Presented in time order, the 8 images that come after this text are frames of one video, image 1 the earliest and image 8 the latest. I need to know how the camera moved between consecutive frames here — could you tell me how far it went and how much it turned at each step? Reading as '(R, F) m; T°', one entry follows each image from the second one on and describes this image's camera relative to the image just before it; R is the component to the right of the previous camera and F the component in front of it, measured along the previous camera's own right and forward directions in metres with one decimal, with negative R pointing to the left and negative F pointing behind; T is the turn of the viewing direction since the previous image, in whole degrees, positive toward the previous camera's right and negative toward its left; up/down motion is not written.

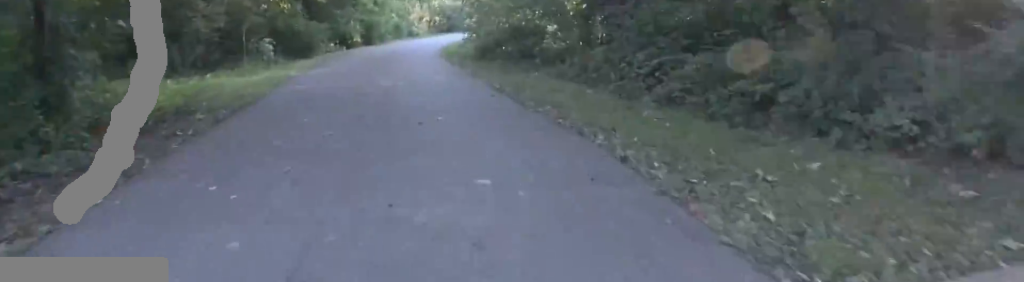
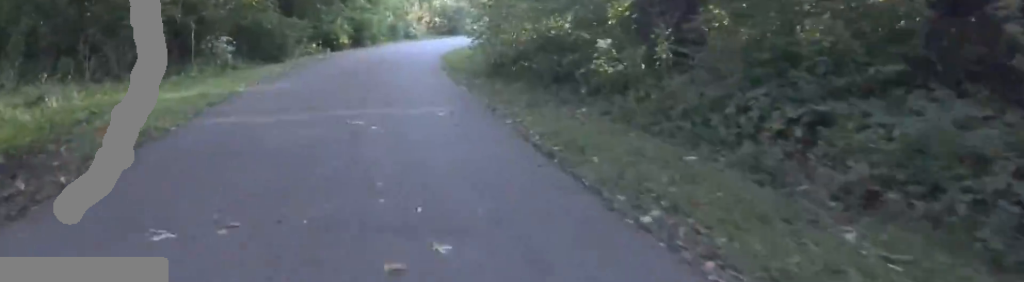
(-0.6, +3.5) m; 0°
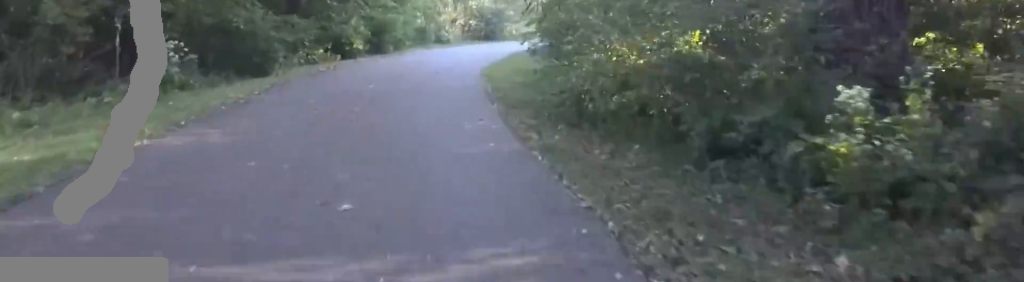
(0.0, +4.6) m; +4°
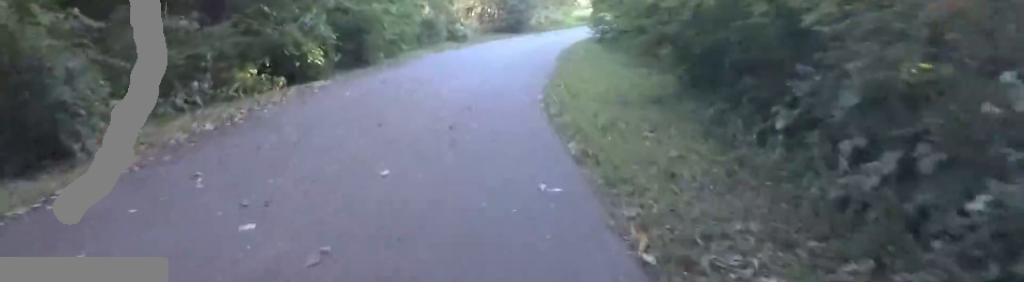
(+0.8, +7.3) m; +2°
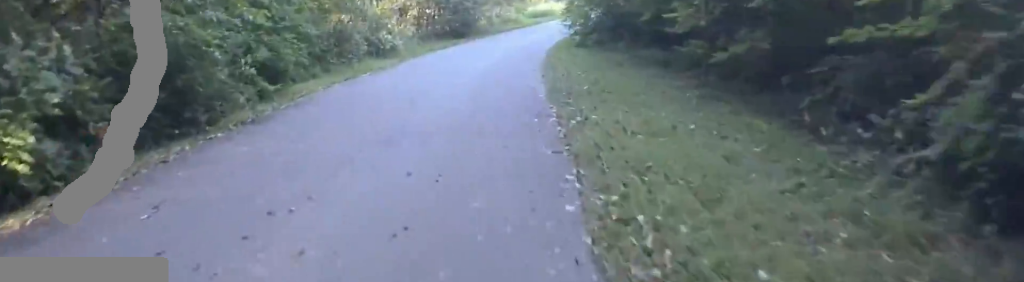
(-0.4, +6.2) m; 0°
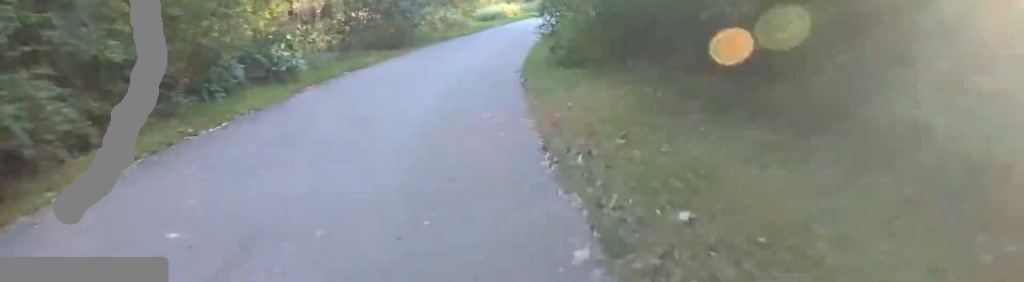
(-0.2, +5.0) m; +7°
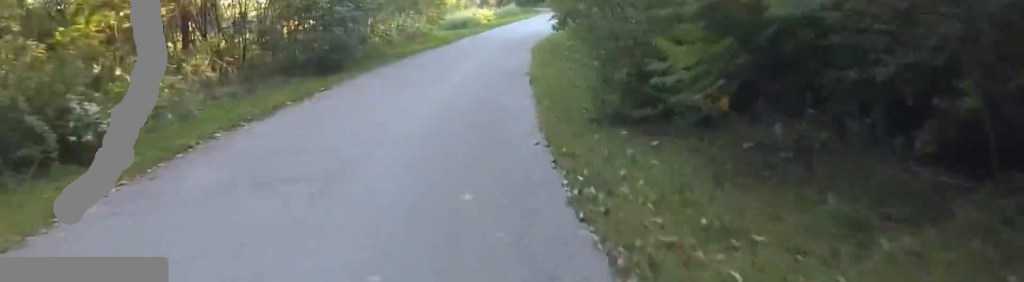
(+1.3, +5.4) m; +7°
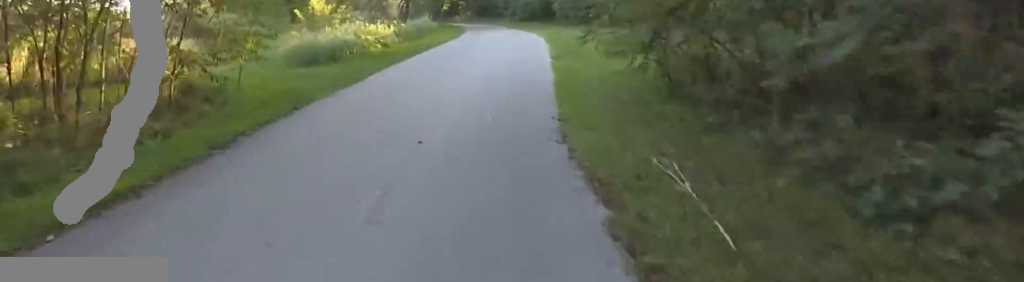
(+0.2, +15.1) m; +8°
